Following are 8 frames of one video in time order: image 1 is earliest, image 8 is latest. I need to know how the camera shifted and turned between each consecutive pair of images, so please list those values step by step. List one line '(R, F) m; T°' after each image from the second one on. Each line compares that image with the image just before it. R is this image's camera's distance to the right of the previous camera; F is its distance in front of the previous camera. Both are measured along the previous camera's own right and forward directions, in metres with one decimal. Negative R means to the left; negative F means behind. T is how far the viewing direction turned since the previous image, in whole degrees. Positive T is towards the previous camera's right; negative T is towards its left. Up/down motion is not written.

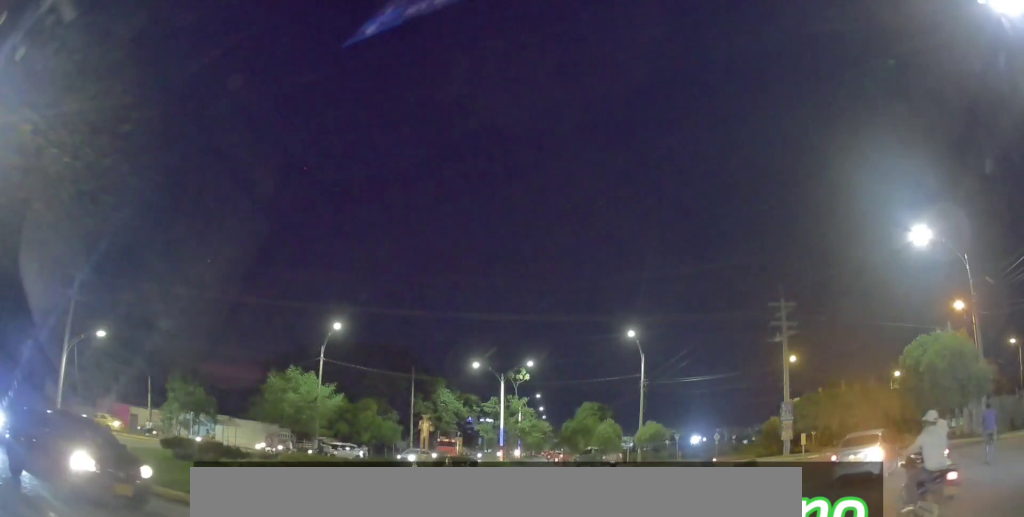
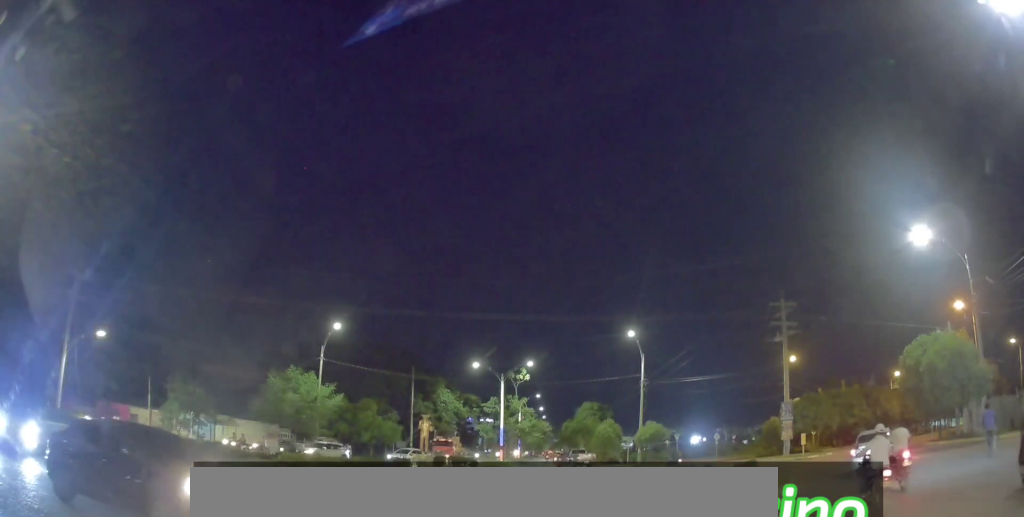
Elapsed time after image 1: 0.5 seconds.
(0.0, +0.1) m; 0°
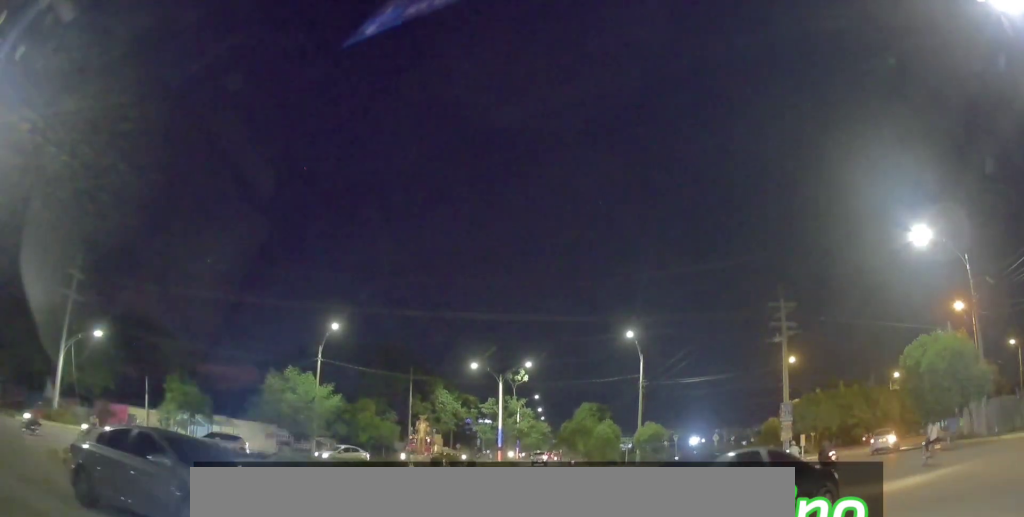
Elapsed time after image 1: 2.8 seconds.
(0.0, +0.4) m; 0°
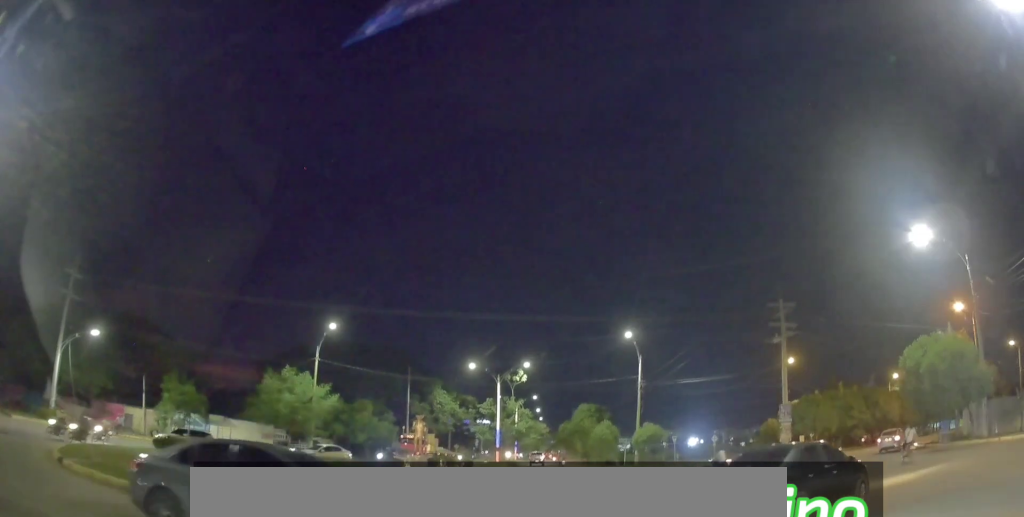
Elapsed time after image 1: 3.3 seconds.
(0.0, +0.1) m; 0°
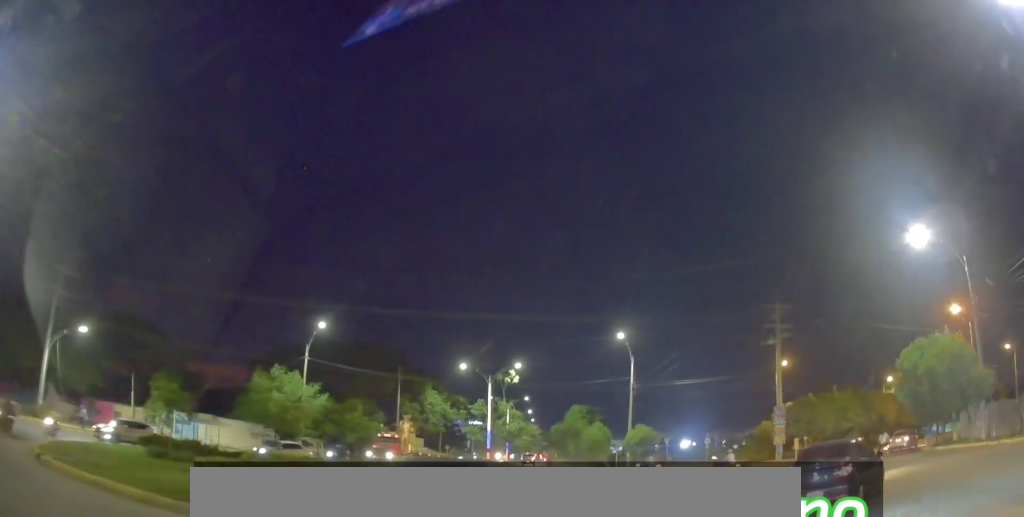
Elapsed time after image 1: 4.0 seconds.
(0.0, +0.4) m; 0°
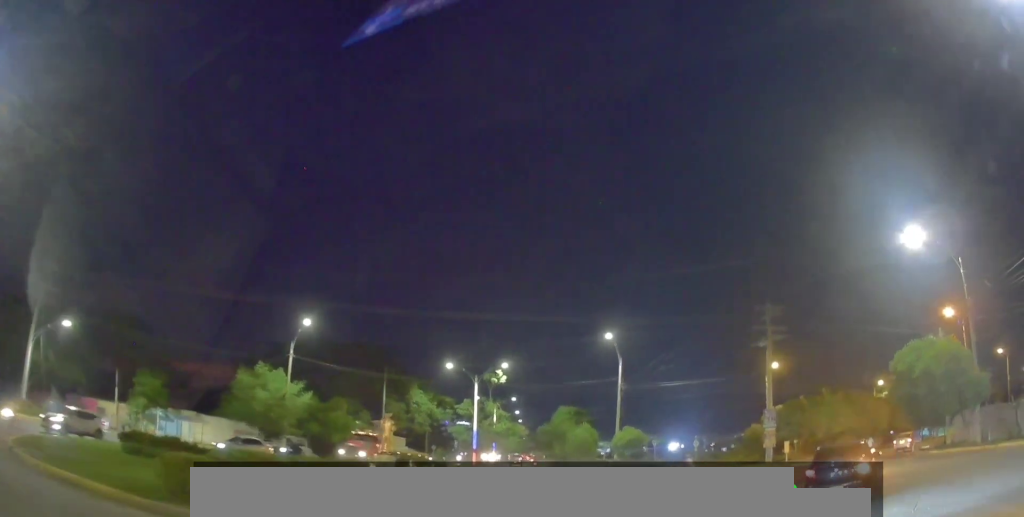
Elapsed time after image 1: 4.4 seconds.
(+0.1, +0.5) m; +2°
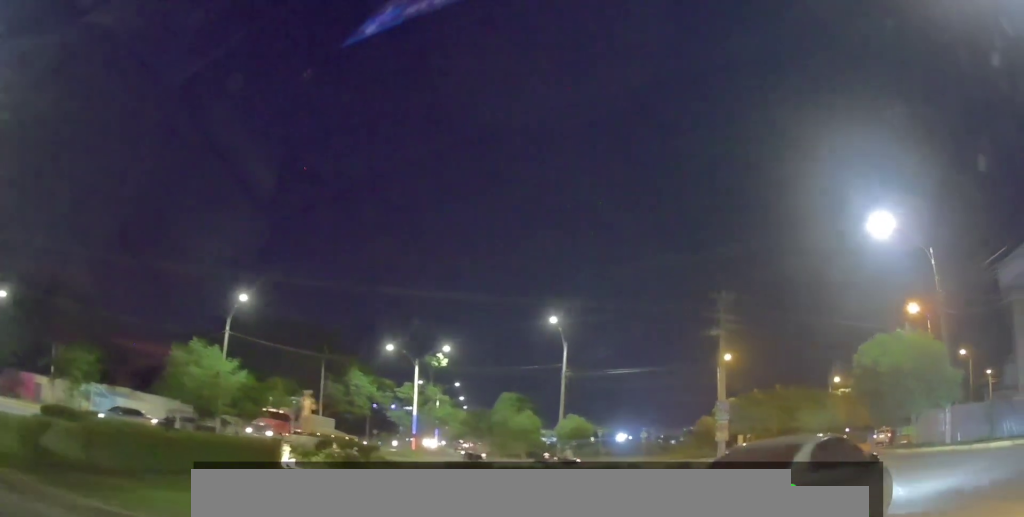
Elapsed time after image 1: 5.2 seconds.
(+0.1, +1.3) m; +5°
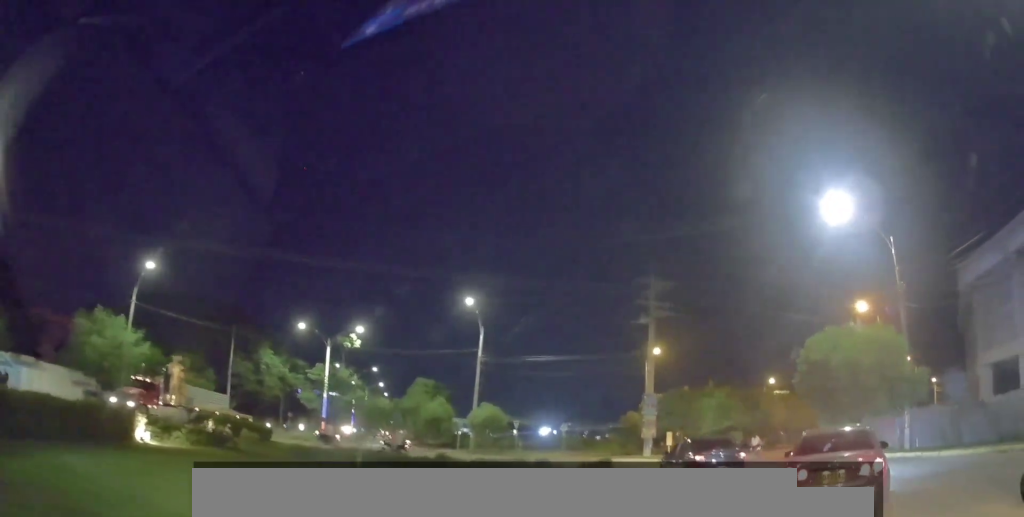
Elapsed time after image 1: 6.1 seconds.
(0.0, +2.4) m; +2°
